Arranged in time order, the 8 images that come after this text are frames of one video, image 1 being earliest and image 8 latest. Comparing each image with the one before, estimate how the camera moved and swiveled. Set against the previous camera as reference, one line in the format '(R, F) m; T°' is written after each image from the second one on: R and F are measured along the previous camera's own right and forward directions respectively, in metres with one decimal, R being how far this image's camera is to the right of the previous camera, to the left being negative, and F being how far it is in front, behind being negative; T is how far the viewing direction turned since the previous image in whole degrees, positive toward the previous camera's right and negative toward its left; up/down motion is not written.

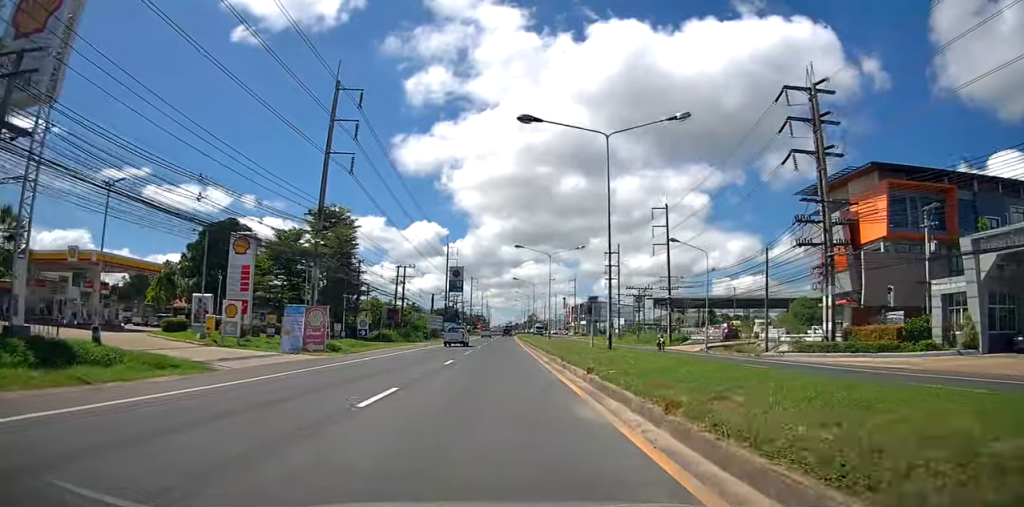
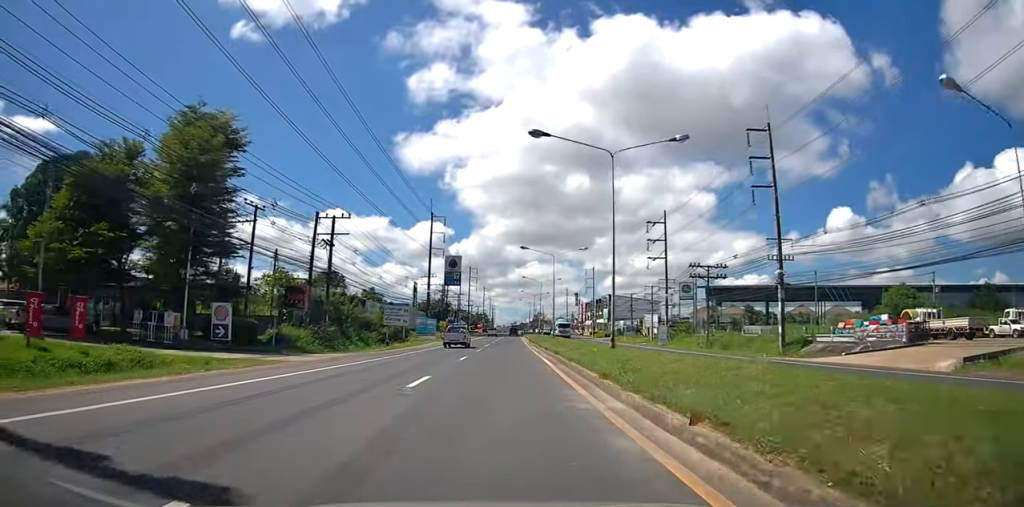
(-0.2, +29.5) m; -1°
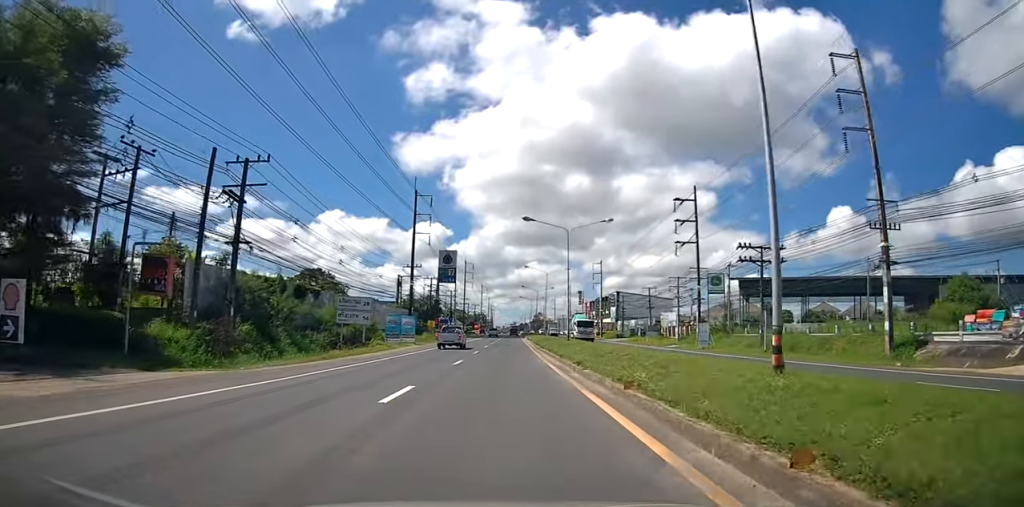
(-0.1, +14.2) m; 0°
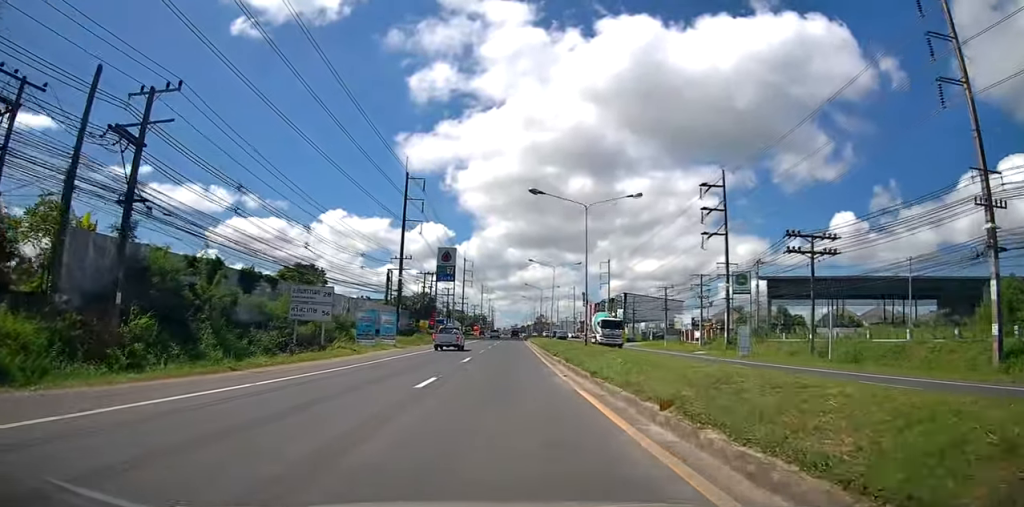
(0.0, +8.6) m; 0°
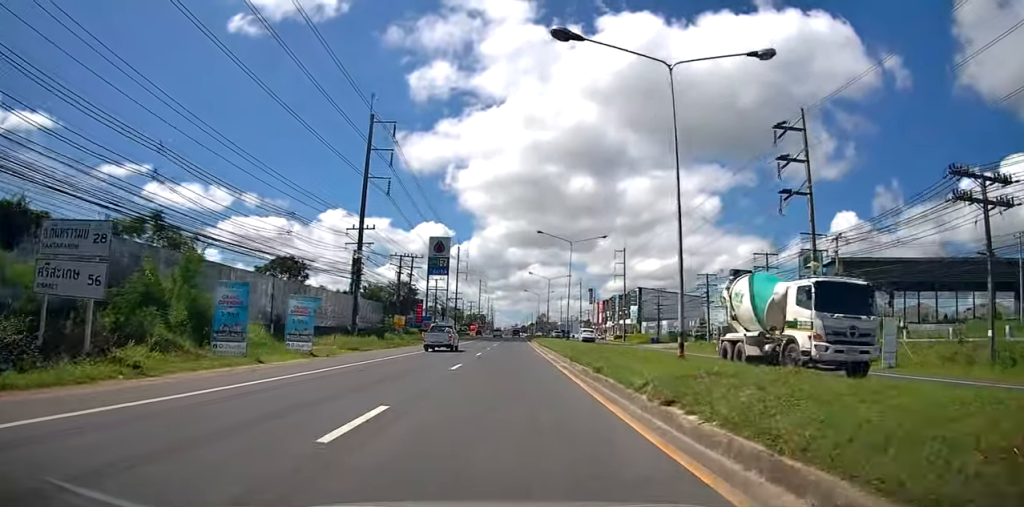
(+0.1, +18.3) m; 0°
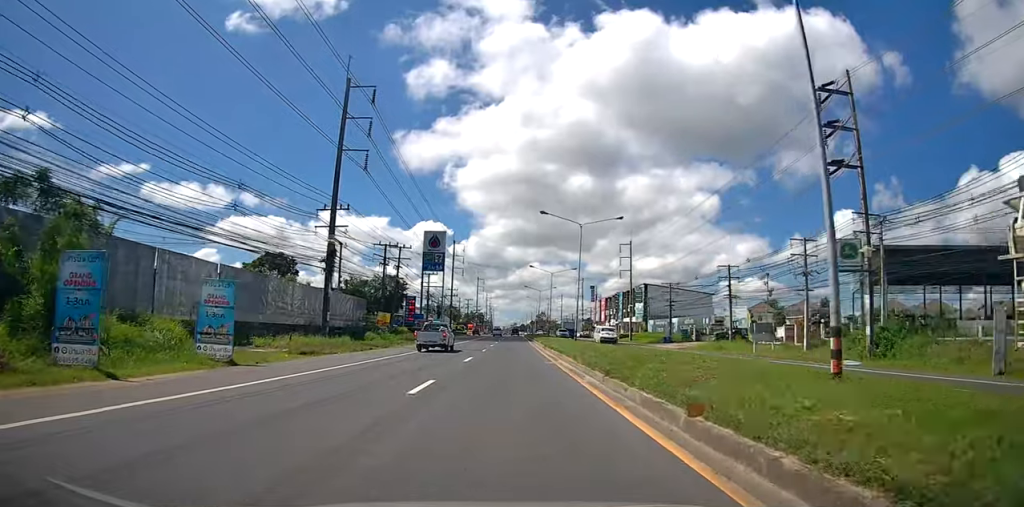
(0.0, +7.8) m; 0°
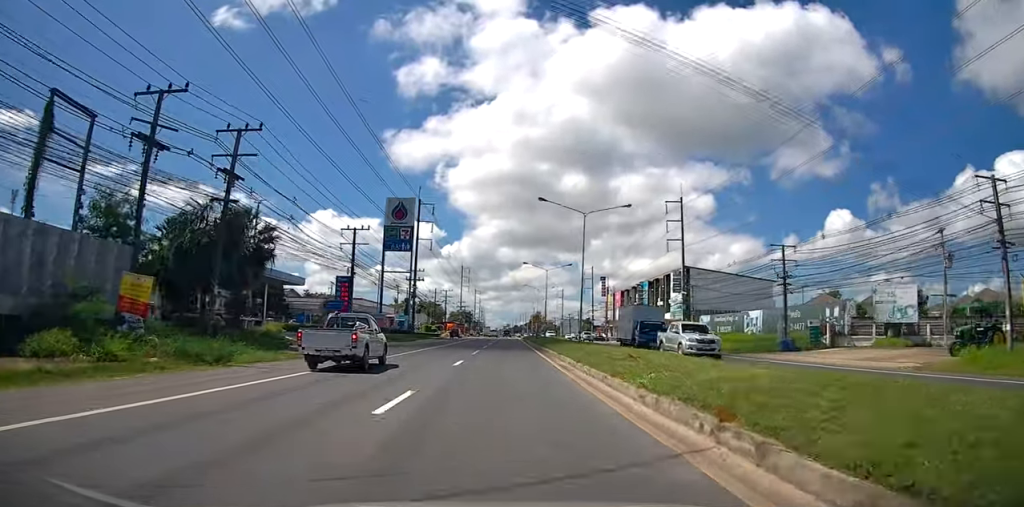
(+0.1, +41.4) m; 0°
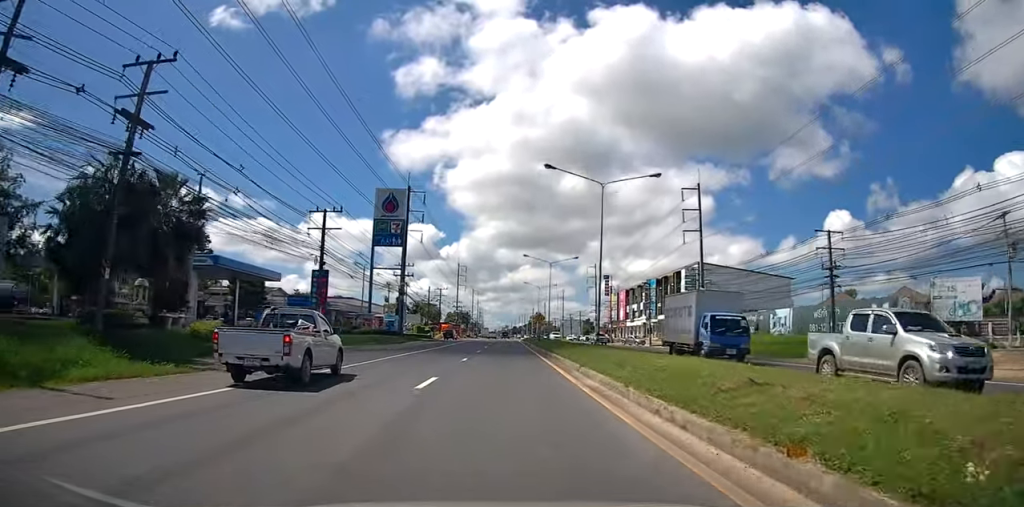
(0.0, +8.5) m; 0°
